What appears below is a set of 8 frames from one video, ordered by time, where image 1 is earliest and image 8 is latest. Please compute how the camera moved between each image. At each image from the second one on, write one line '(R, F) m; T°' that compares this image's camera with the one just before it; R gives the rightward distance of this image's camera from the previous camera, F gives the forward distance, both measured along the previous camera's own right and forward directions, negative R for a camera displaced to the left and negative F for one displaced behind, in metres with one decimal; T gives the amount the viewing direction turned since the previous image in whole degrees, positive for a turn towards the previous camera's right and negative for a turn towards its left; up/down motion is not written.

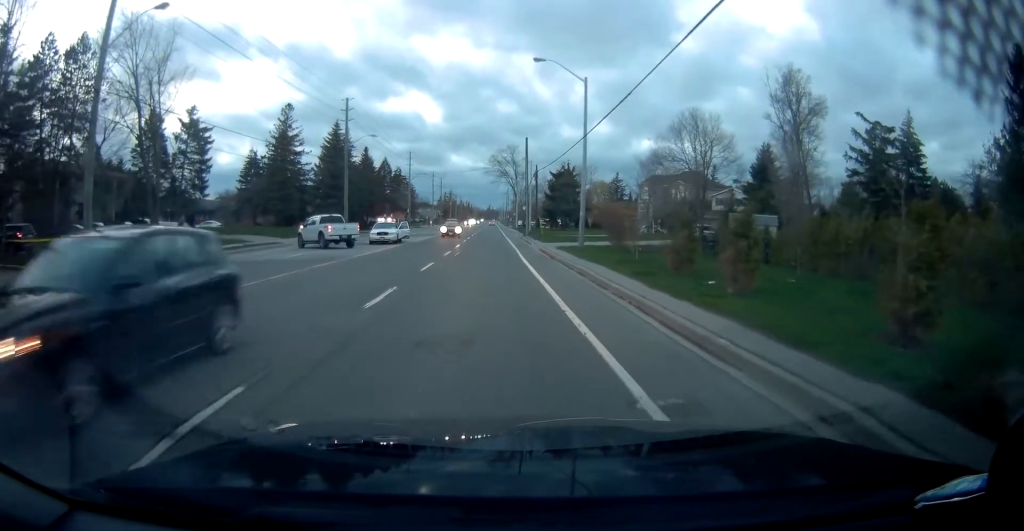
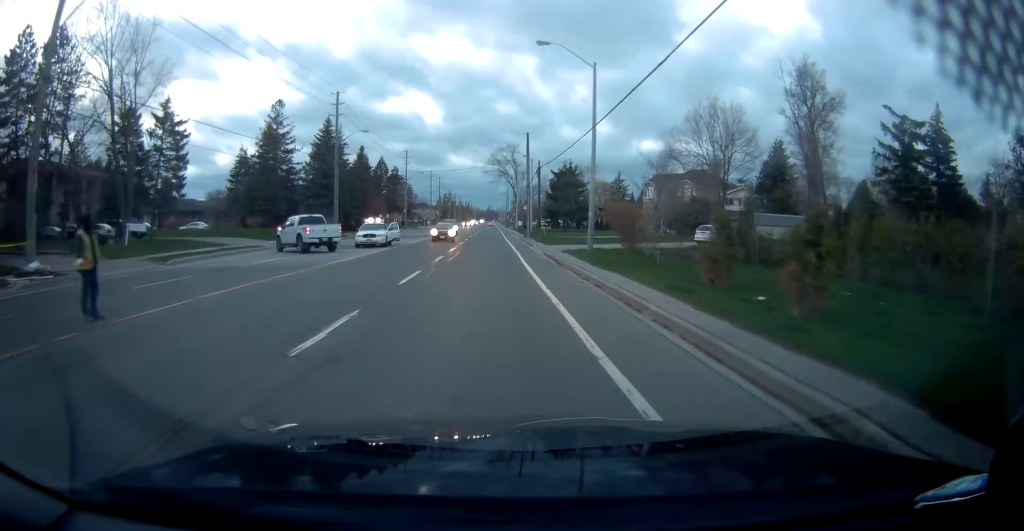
(0.0, +3.4) m; 0°
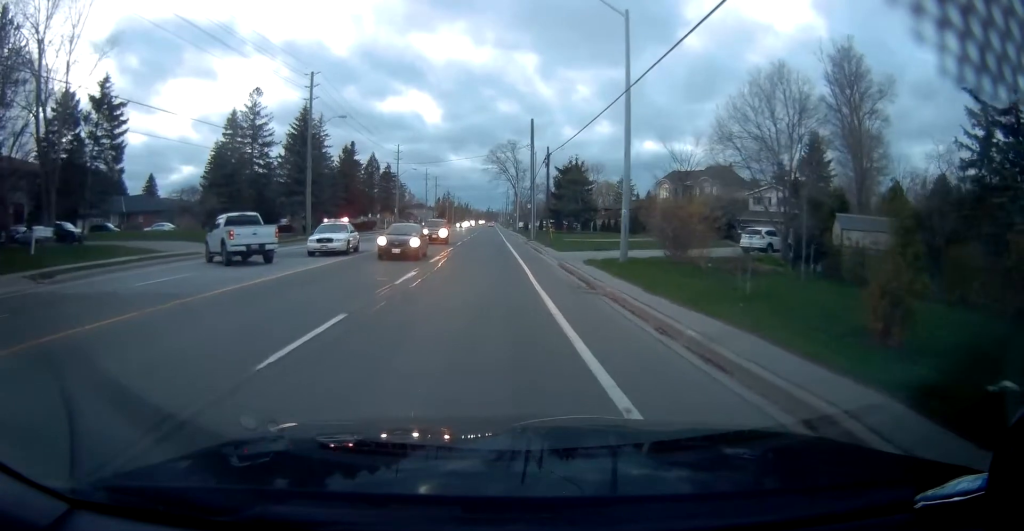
(+0.1, +8.2) m; +2°
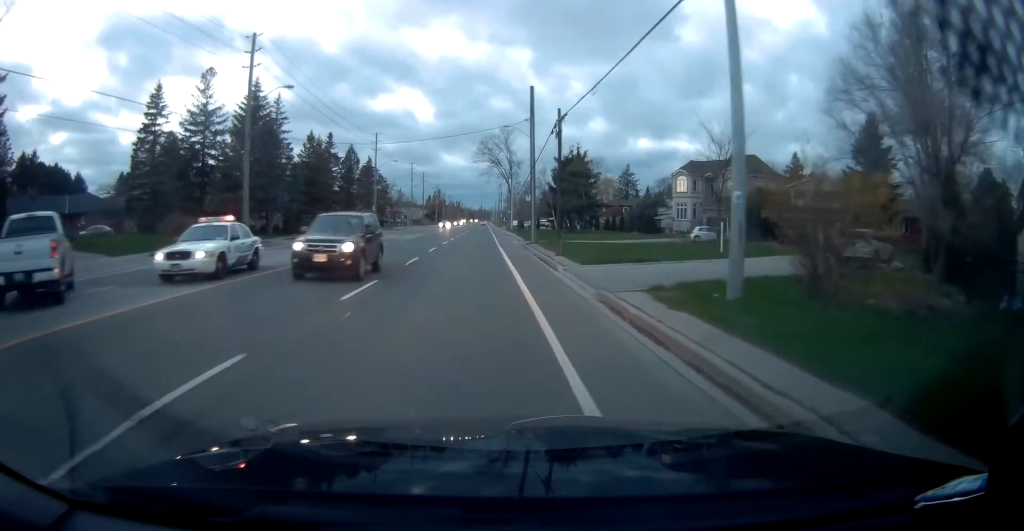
(+0.2, +11.2) m; 0°
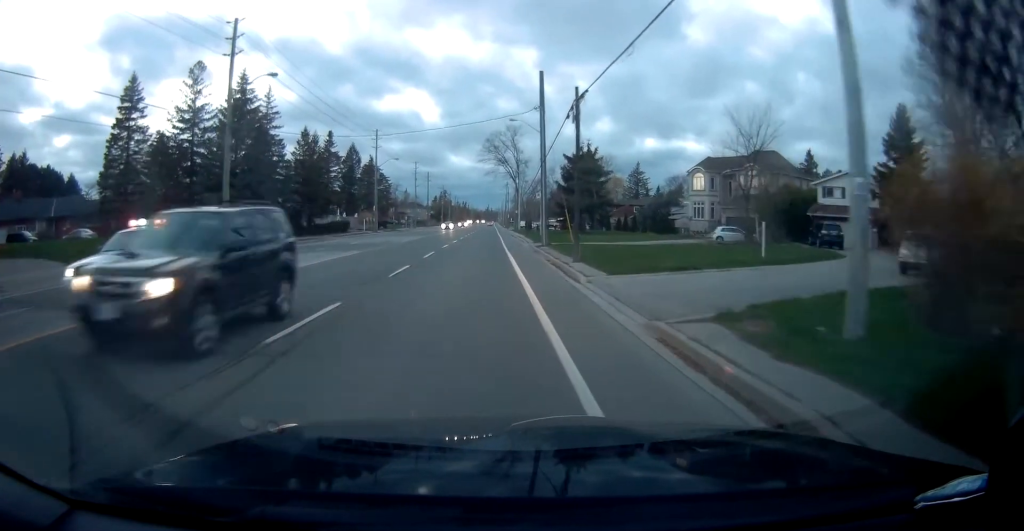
(0.0, +4.0) m; -1°
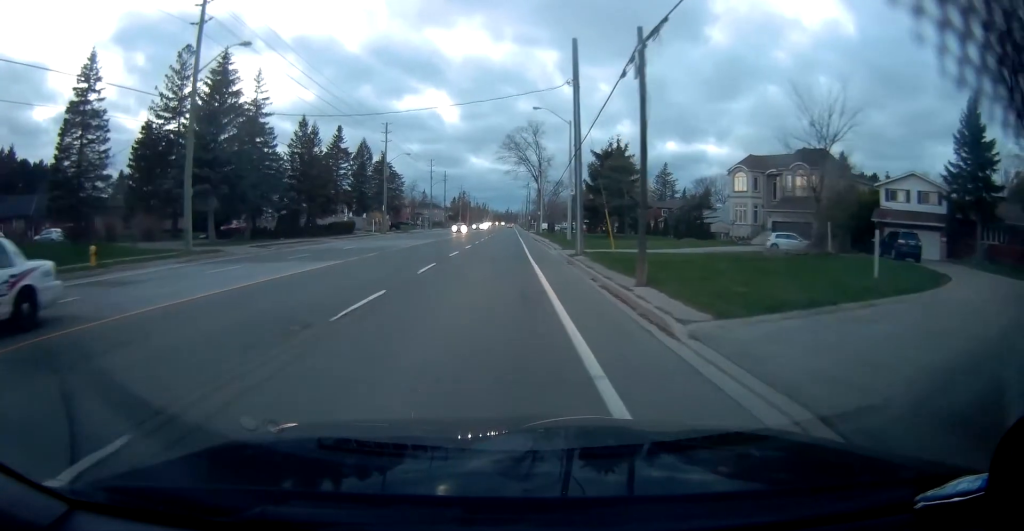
(-0.1, +6.9) m; -1°
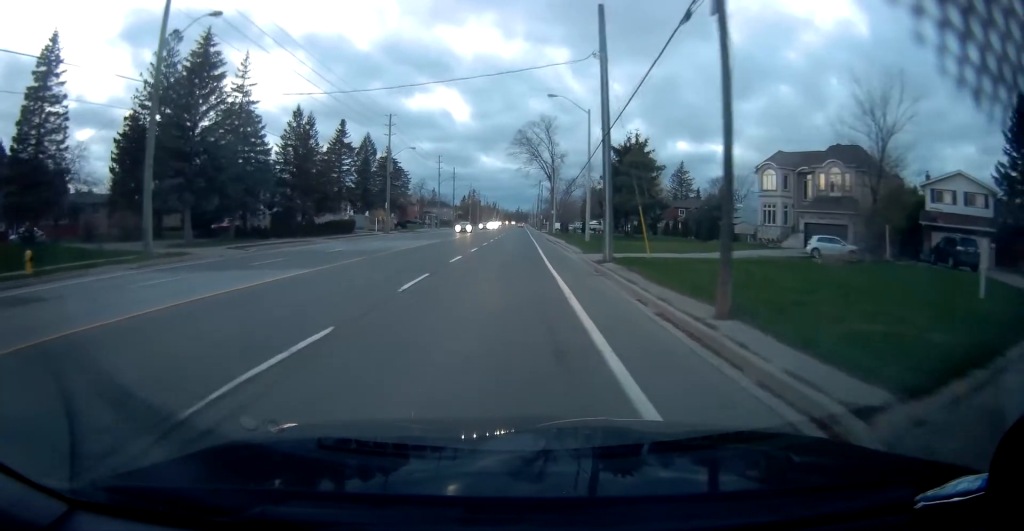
(0.0, +4.6) m; 0°
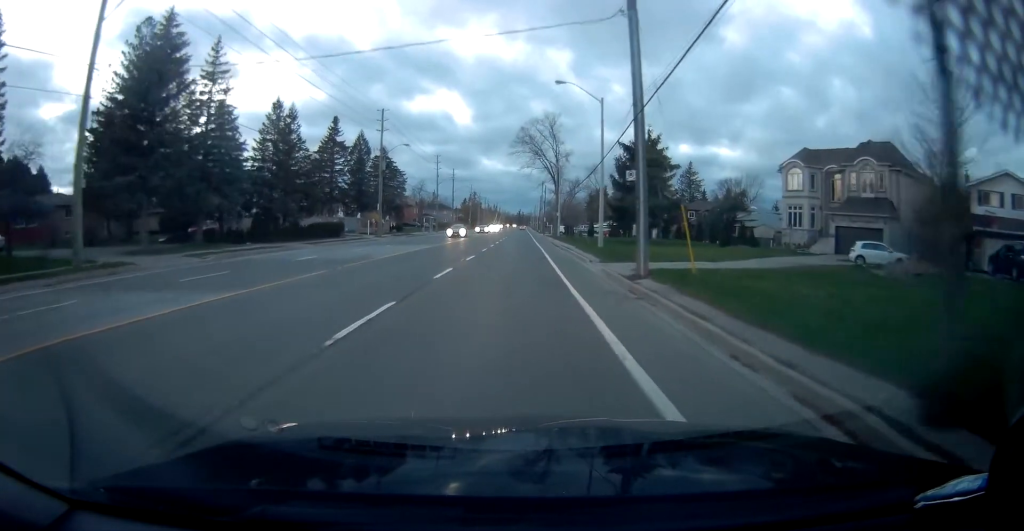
(0.0, +5.2) m; 0°
